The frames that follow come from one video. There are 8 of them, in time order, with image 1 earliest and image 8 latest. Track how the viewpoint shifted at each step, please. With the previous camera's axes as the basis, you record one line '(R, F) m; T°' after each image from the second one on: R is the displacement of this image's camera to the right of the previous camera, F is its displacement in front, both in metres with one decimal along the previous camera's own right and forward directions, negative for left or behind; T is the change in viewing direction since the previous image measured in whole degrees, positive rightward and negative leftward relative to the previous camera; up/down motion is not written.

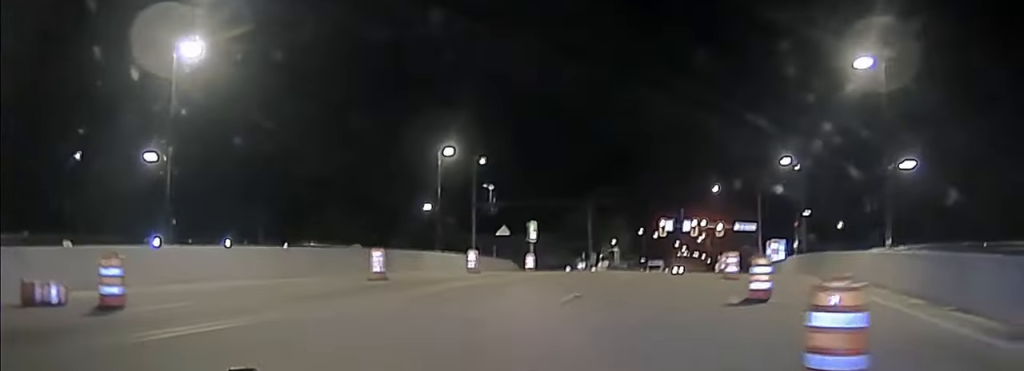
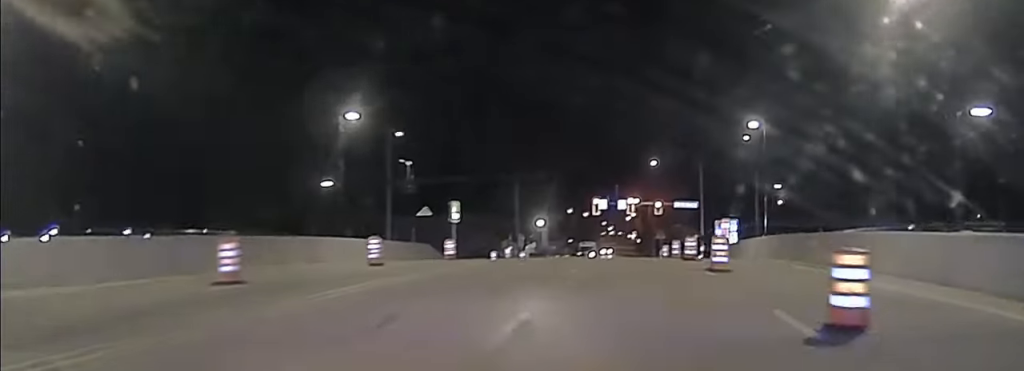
(0.0, +5.2) m; +1°
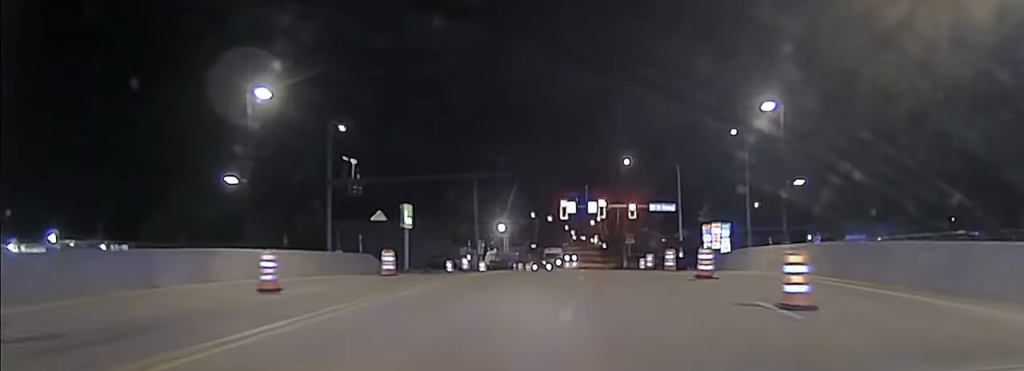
(+0.1, +6.3) m; +1°
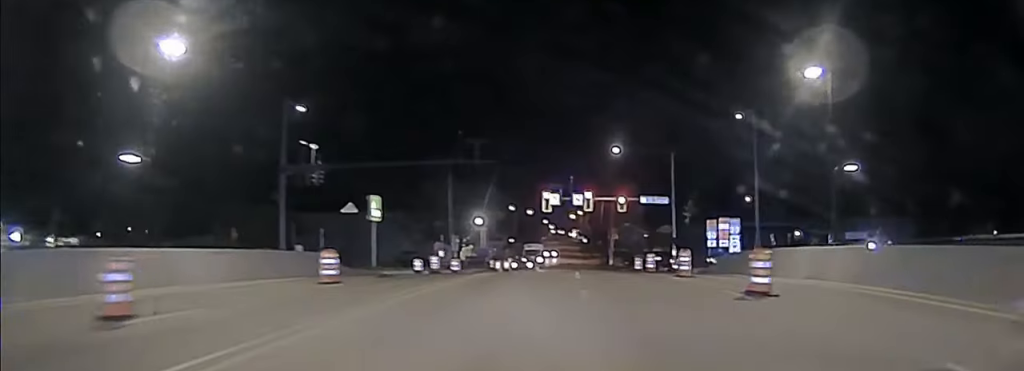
(0.0, +5.4) m; +1°
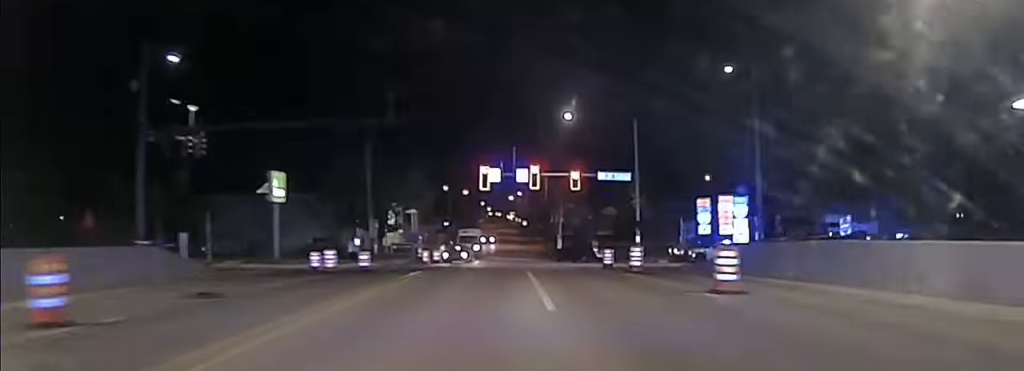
(+0.2, +11.8) m; +2°
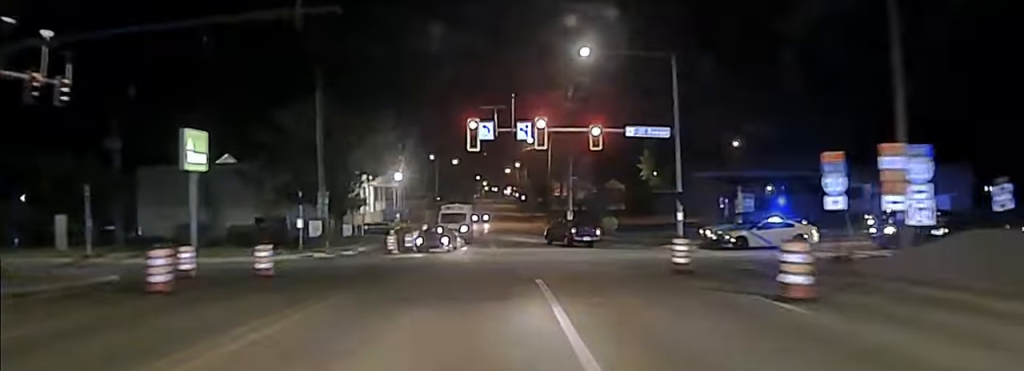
(+0.4, +17.8) m; +3°
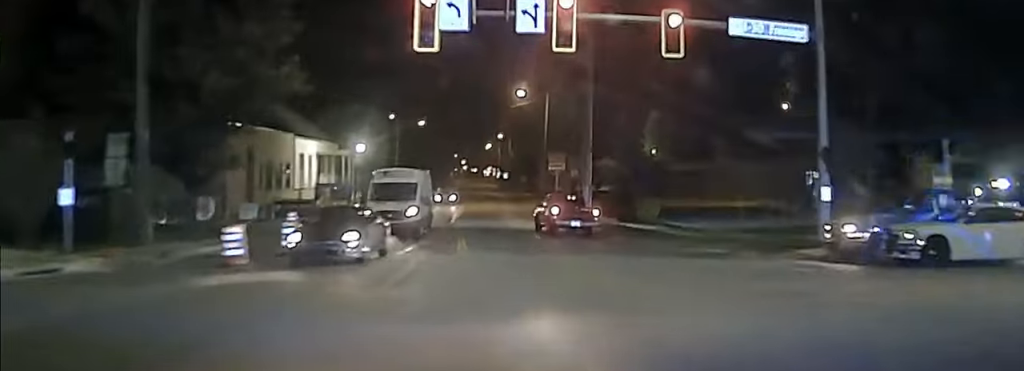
(+0.8, +30.0) m; +3°
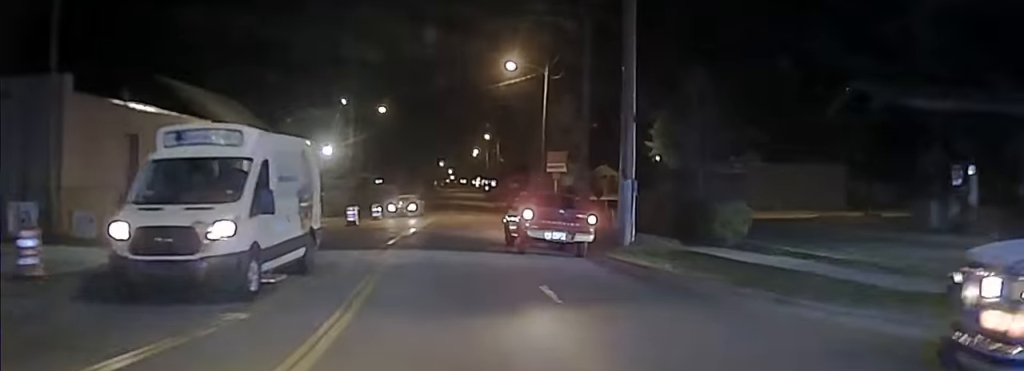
(+0.4, +20.1) m; +1°
